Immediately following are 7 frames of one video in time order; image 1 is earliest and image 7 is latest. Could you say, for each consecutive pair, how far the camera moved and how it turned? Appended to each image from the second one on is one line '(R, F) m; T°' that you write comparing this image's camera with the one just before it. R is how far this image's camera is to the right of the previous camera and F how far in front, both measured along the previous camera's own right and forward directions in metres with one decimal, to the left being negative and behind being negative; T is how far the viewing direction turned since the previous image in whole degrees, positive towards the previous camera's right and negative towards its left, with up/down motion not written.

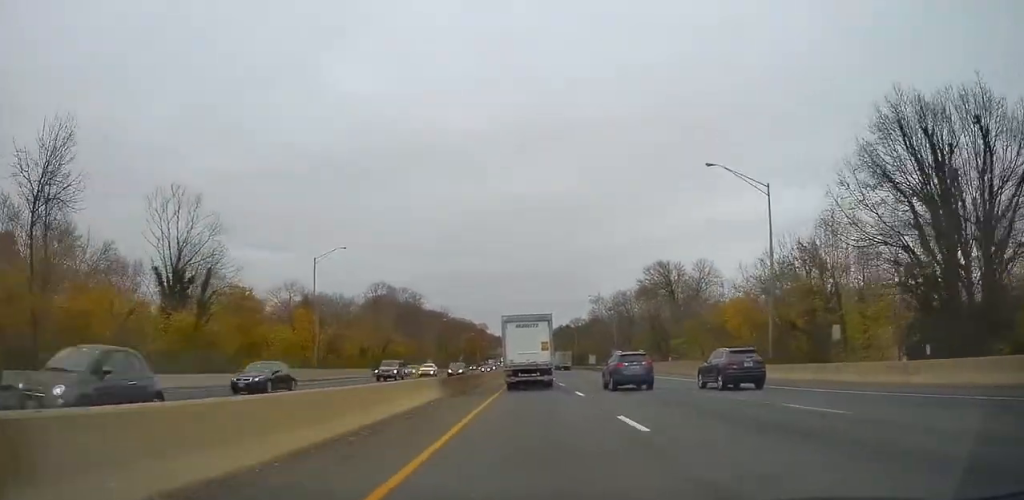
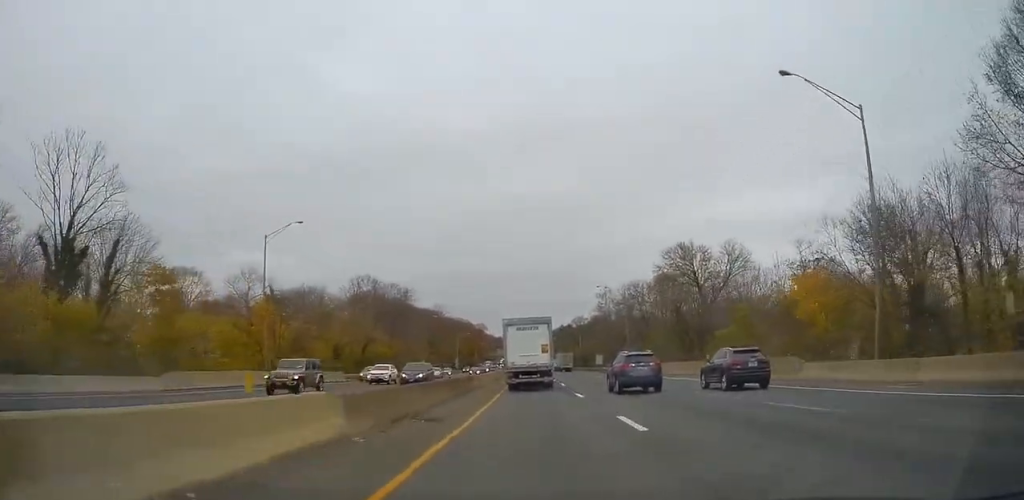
(-0.1, +12.2) m; 0°
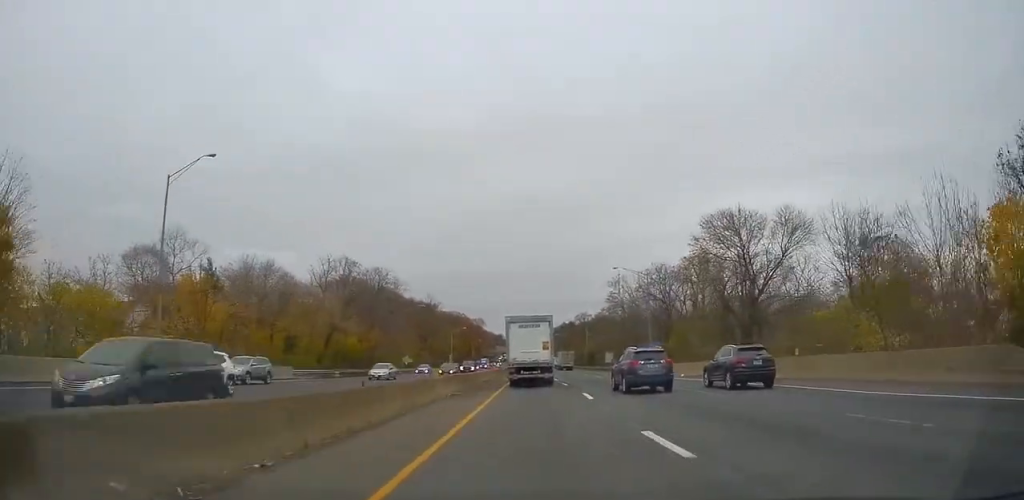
(+0.2, +15.8) m; 0°
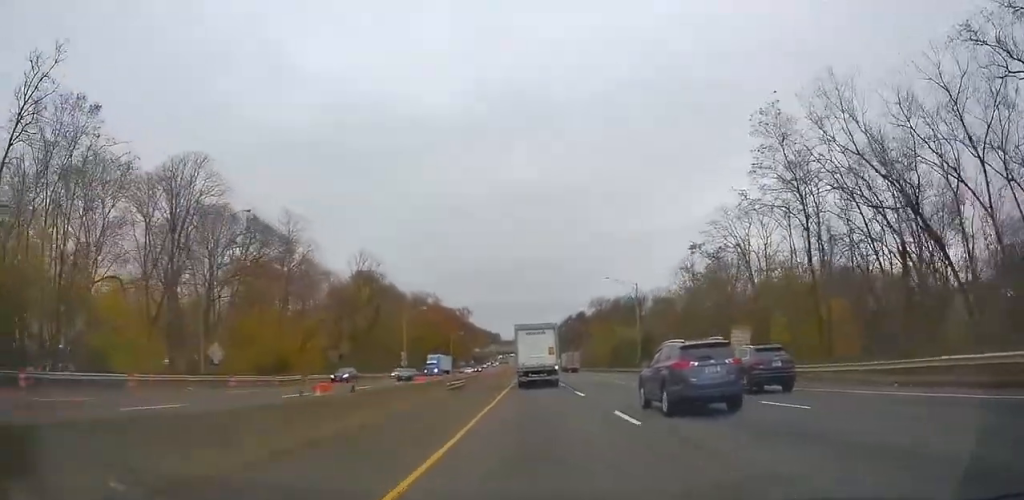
(+0.2, +69.3) m; +1°
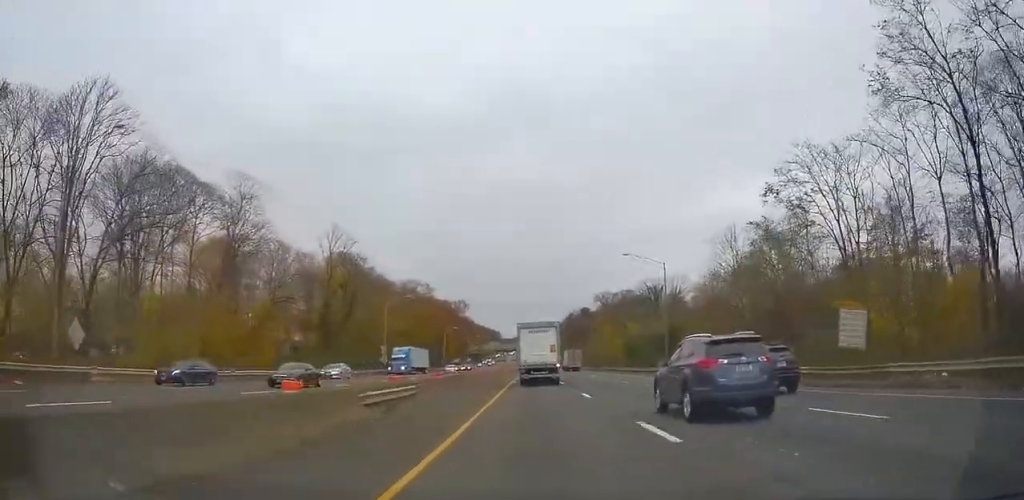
(0.0, +15.7) m; 0°
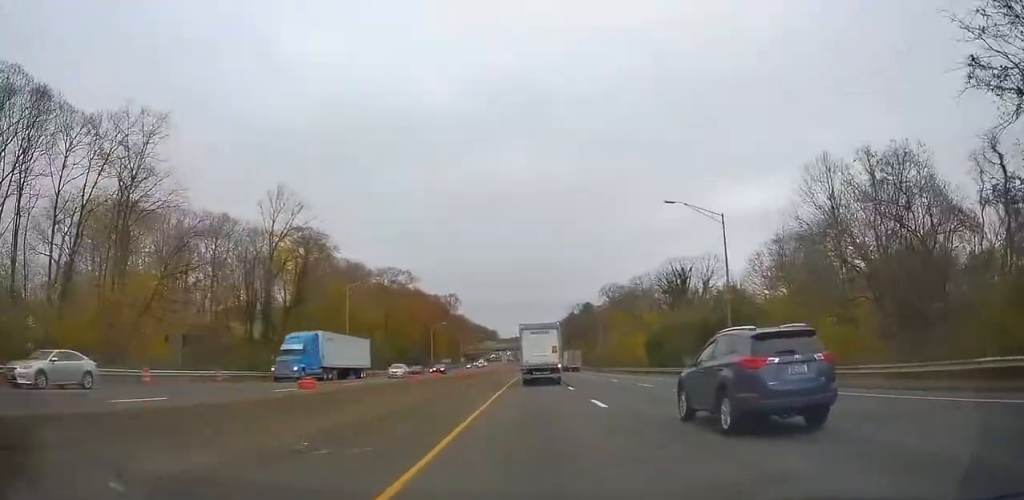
(0.0, +20.1) m; 0°
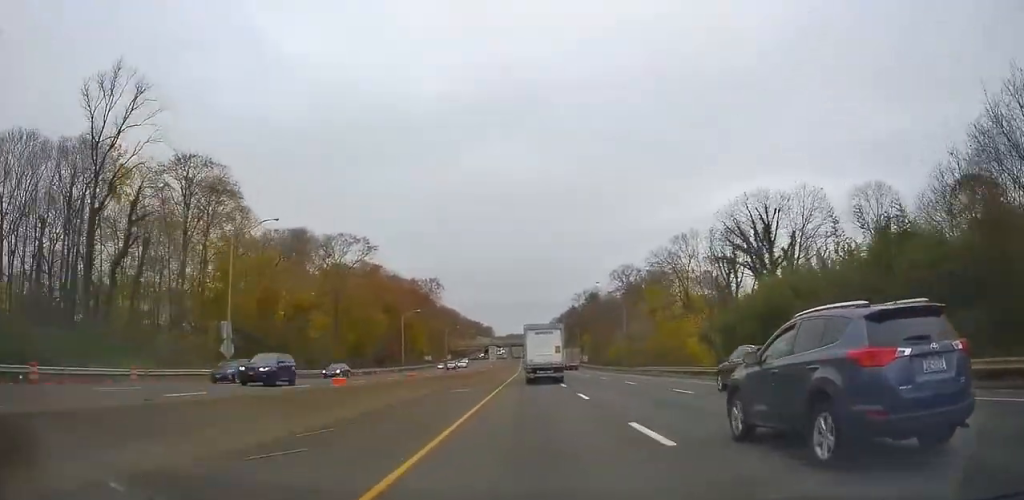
(-0.3, +31.8) m; 0°
